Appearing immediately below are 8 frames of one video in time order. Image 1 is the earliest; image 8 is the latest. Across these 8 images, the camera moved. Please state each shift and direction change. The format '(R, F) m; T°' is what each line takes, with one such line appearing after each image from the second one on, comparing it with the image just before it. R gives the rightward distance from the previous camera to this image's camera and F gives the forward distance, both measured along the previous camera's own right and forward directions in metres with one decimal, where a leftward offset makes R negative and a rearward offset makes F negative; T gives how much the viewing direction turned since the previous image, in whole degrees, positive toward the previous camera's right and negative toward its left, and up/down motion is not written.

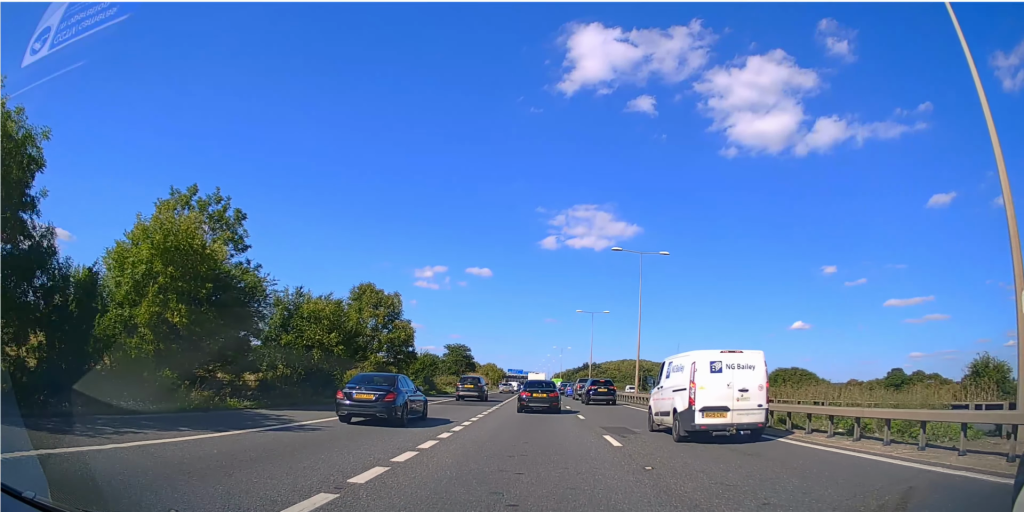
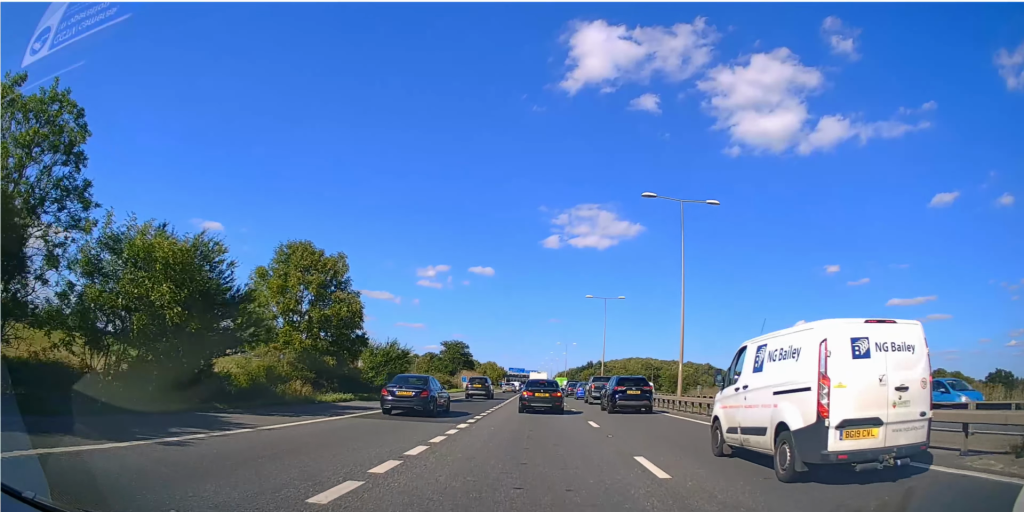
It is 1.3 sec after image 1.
(0.0, +15.0) m; 0°
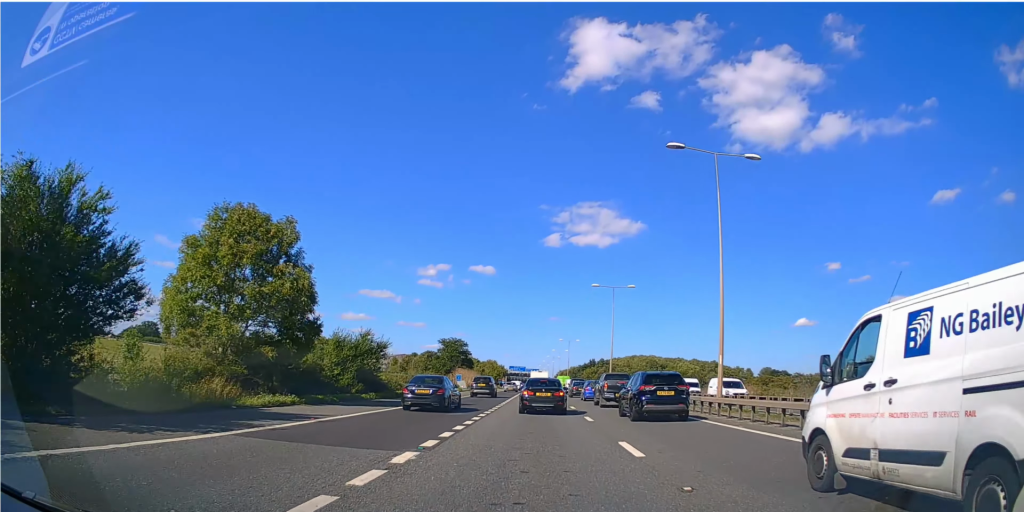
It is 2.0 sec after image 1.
(0.0, +7.6) m; 0°
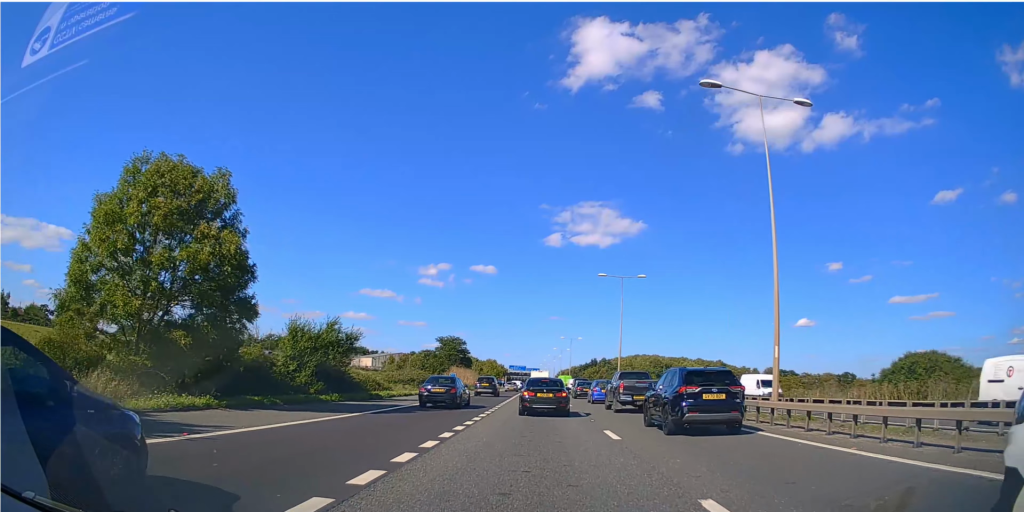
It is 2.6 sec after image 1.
(0.0, +5.9) m; 0°
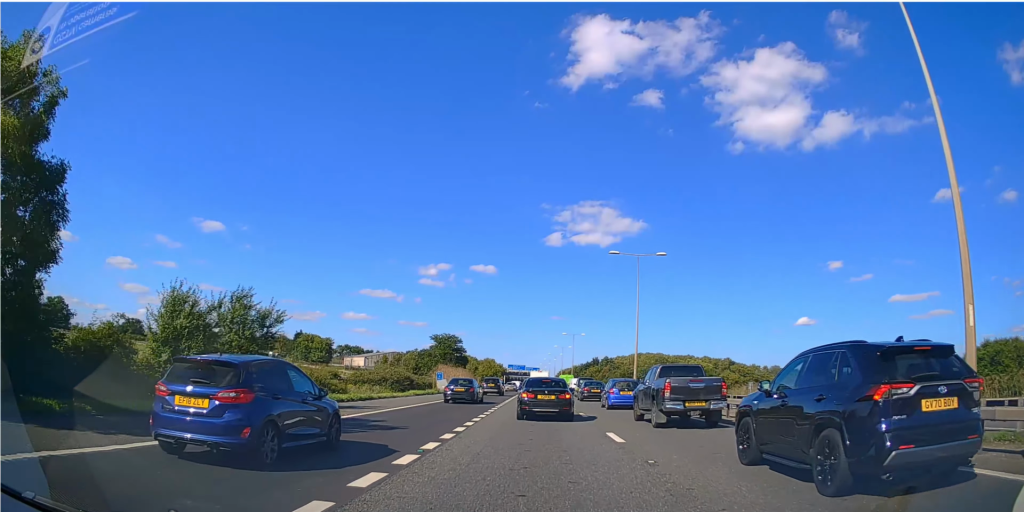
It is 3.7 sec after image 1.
(0.0, +11.0) m; 0°
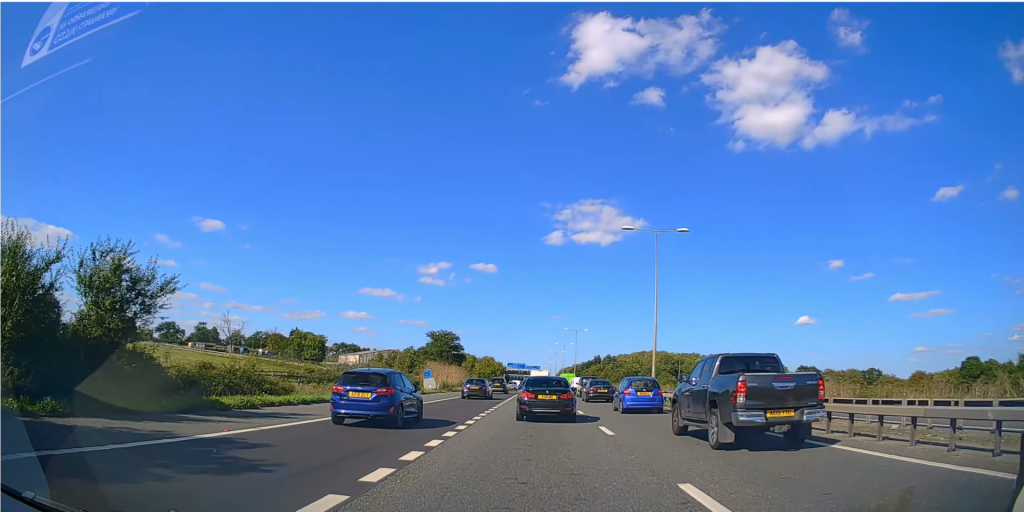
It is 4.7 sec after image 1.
(0.0, +8.3) m; 0°
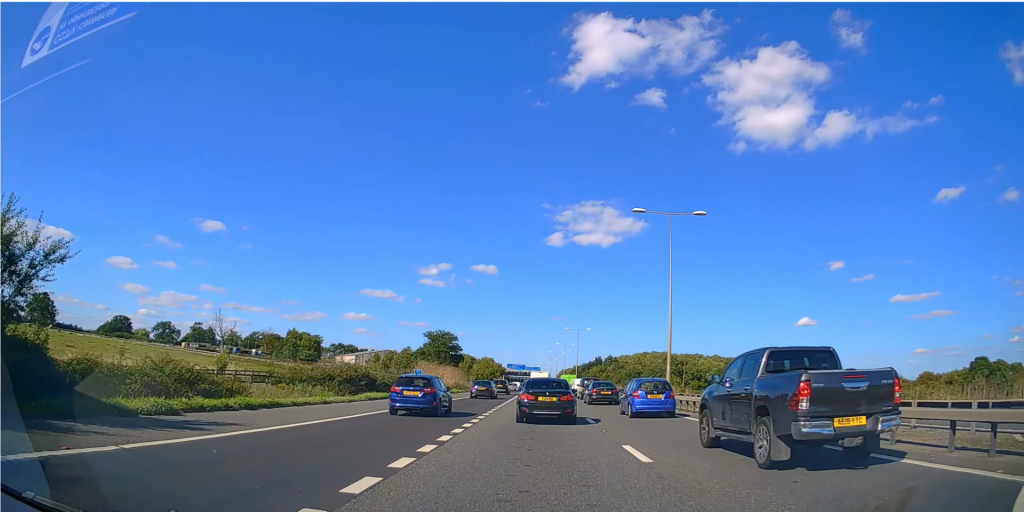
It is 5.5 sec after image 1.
(+0.1, +5.5) m; +1°
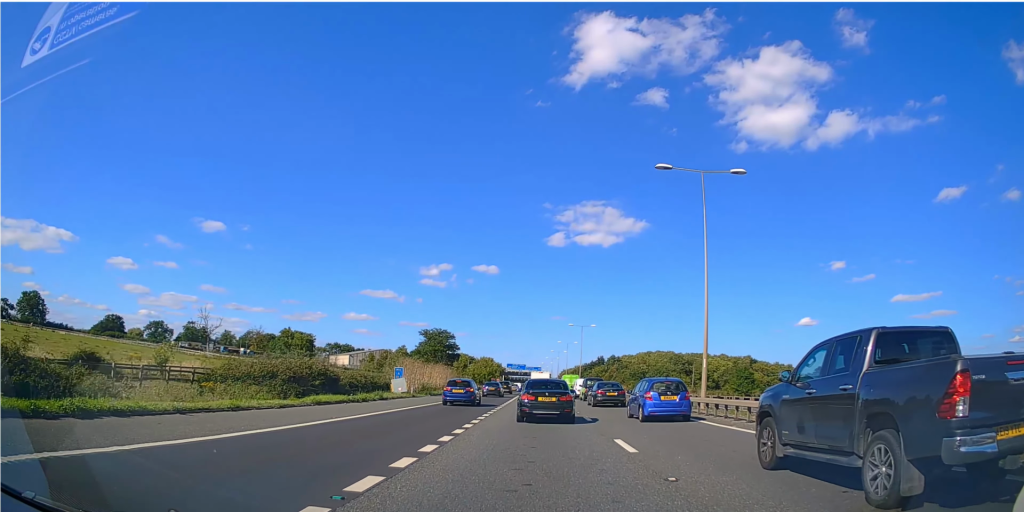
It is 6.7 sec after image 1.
(0.0, +8.1) m; -1°
